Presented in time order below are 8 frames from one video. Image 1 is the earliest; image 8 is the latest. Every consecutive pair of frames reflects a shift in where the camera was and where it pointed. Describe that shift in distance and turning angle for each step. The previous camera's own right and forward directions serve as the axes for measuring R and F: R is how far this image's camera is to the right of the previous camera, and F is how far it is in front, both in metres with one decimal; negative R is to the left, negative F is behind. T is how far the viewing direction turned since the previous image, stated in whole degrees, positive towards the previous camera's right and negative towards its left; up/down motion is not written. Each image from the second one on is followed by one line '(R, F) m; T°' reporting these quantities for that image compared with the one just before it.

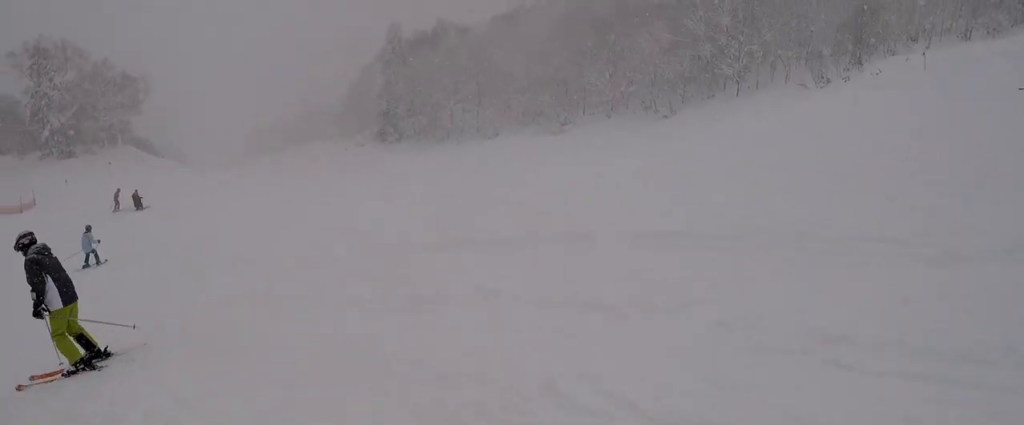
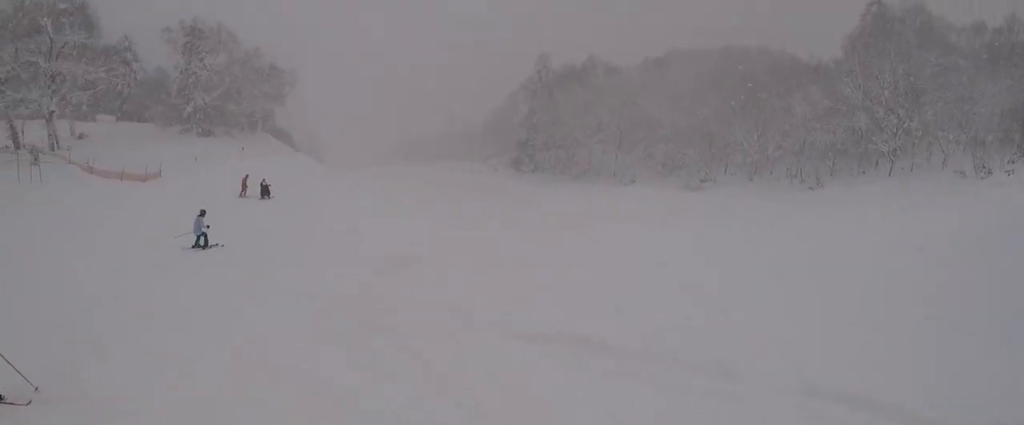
(+0.2, +2.1) m; -6°
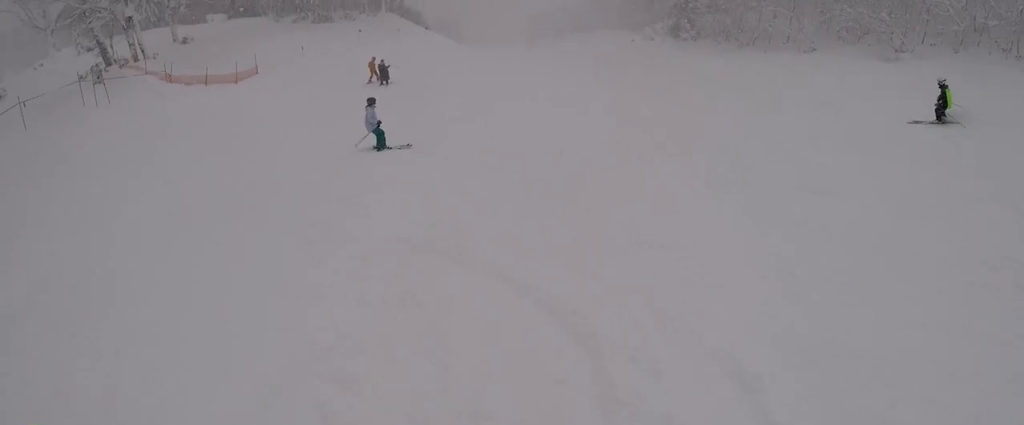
(-0.6, +7.1) m; +7°
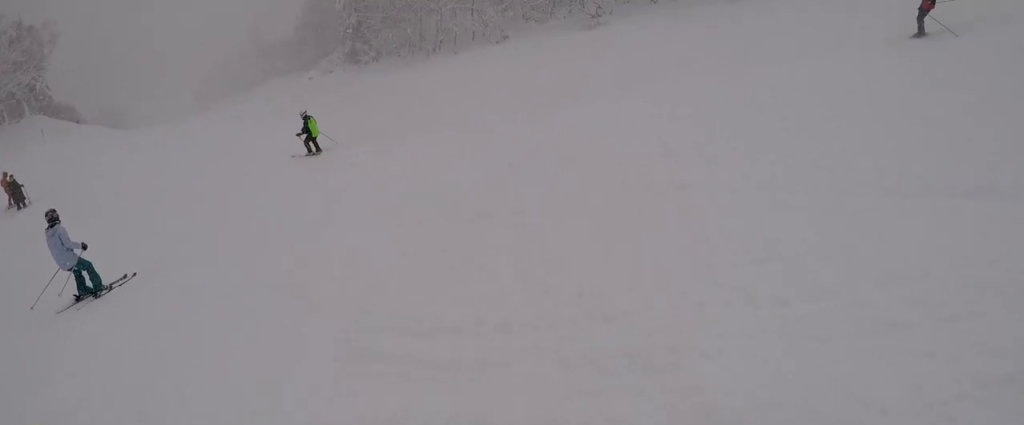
(+0.9, +6.6) m; +8°
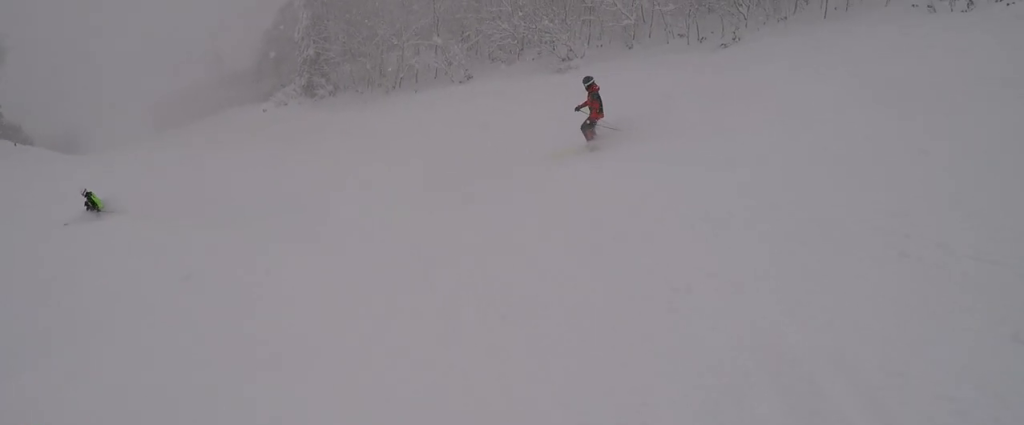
(0.0, +4.0) m; -1°
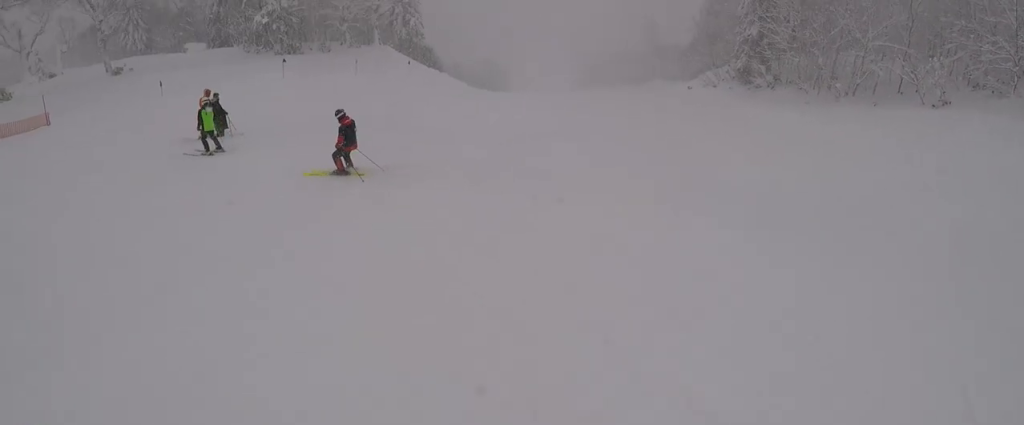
(-1.1, +10.6) m; -17°
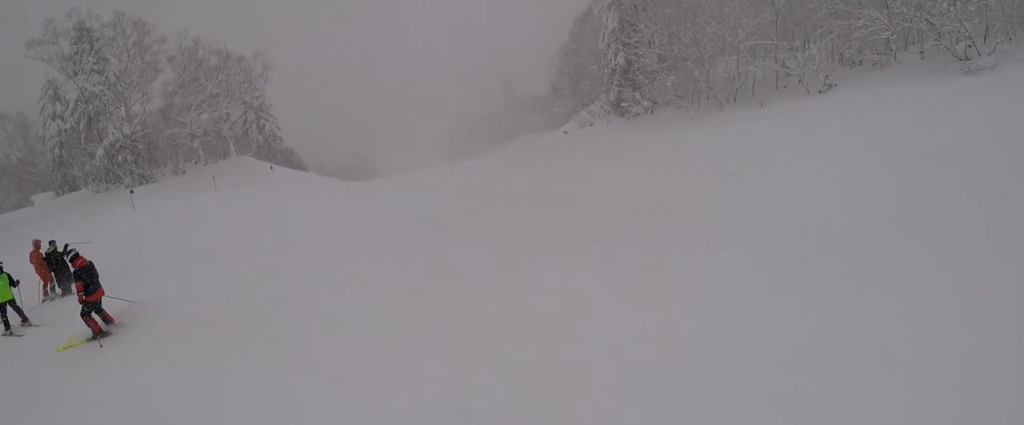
(-0.8, +3.4) m; +3°
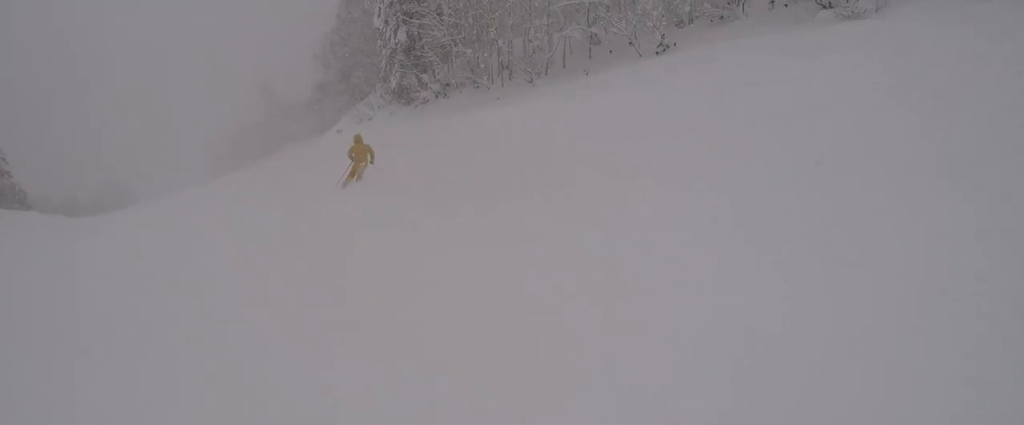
(+2.6, +8.8) m; +24°
